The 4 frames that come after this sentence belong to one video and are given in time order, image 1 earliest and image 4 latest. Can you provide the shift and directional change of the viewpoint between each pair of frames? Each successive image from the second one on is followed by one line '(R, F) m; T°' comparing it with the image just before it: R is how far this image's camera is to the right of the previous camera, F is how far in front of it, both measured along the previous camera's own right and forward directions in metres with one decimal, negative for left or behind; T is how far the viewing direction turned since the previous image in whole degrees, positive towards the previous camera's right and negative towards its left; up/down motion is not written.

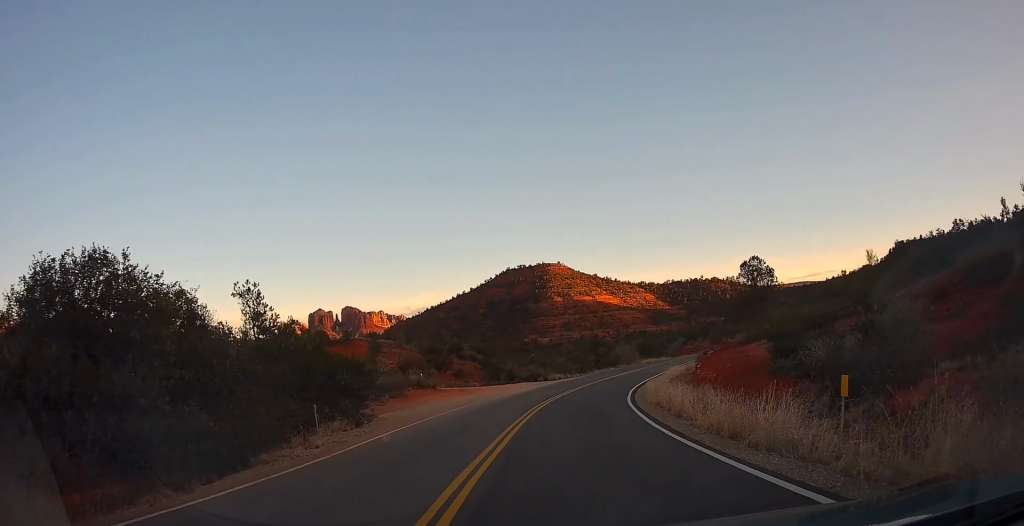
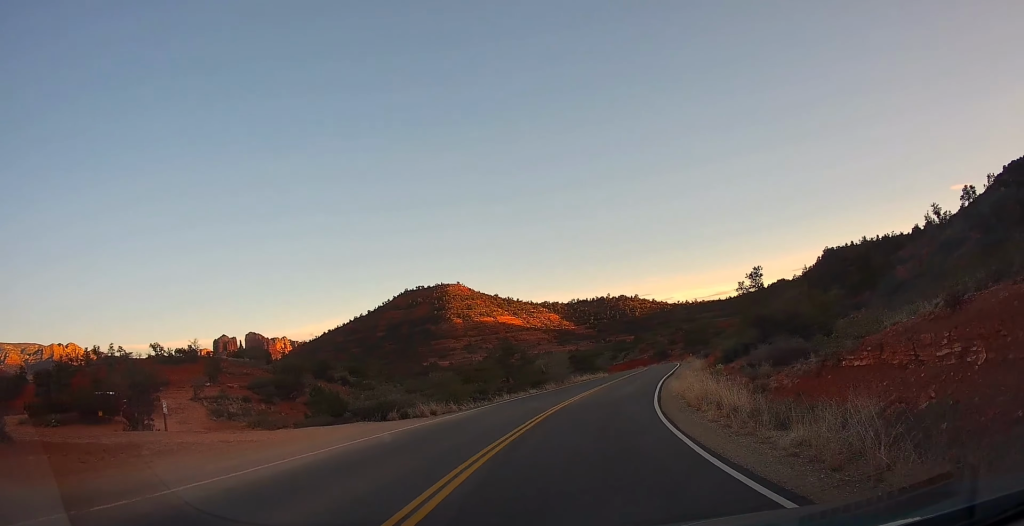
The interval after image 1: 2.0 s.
(+1.0, +29.3) m; +6°
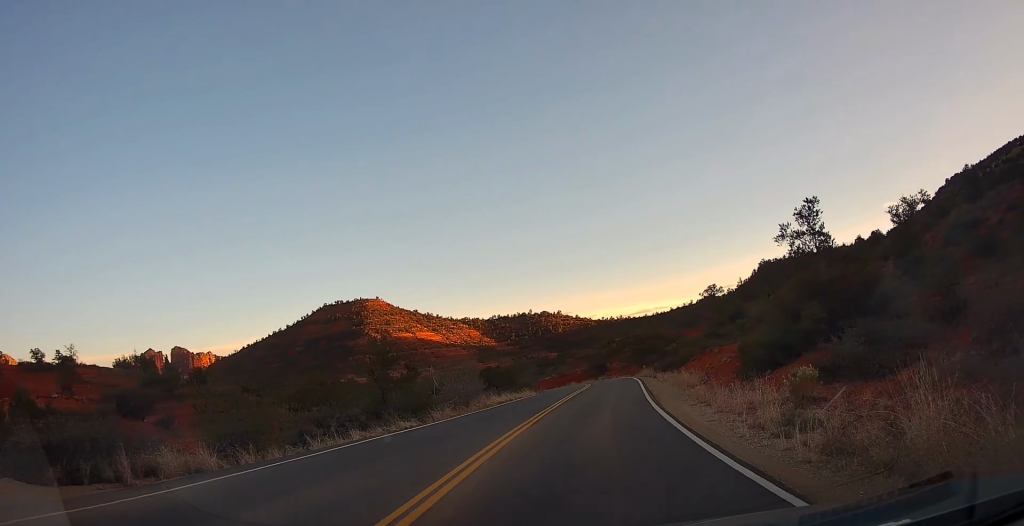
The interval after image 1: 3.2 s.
(+1.0, +17.5) m; +7°
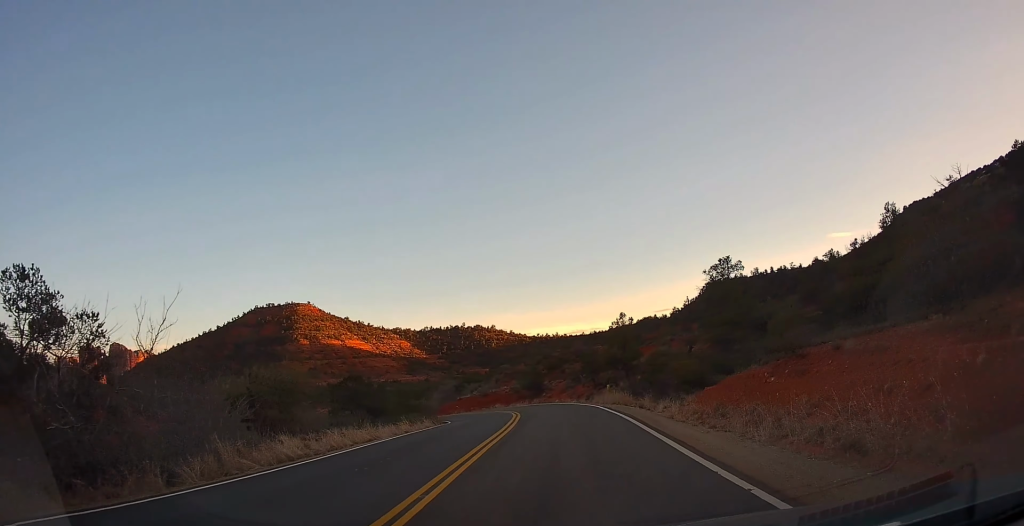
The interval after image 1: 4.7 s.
(+1.2, +21.1) m; +6°
